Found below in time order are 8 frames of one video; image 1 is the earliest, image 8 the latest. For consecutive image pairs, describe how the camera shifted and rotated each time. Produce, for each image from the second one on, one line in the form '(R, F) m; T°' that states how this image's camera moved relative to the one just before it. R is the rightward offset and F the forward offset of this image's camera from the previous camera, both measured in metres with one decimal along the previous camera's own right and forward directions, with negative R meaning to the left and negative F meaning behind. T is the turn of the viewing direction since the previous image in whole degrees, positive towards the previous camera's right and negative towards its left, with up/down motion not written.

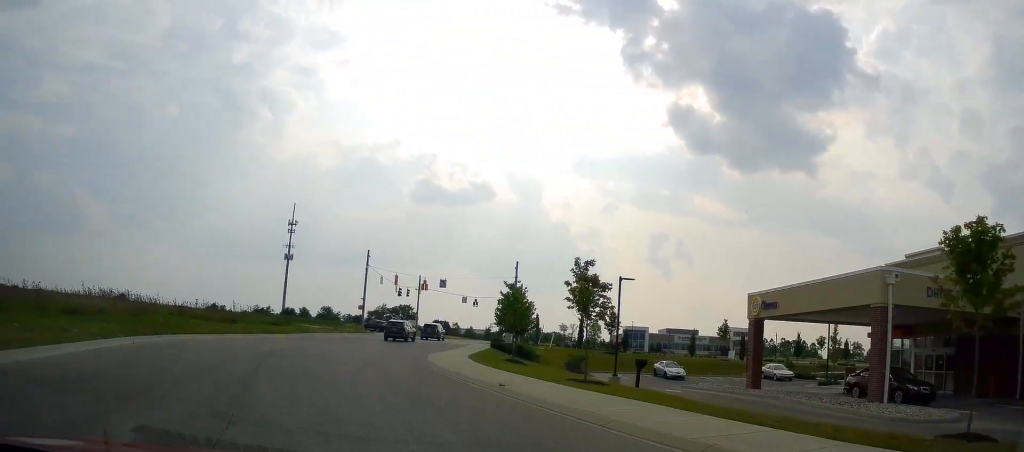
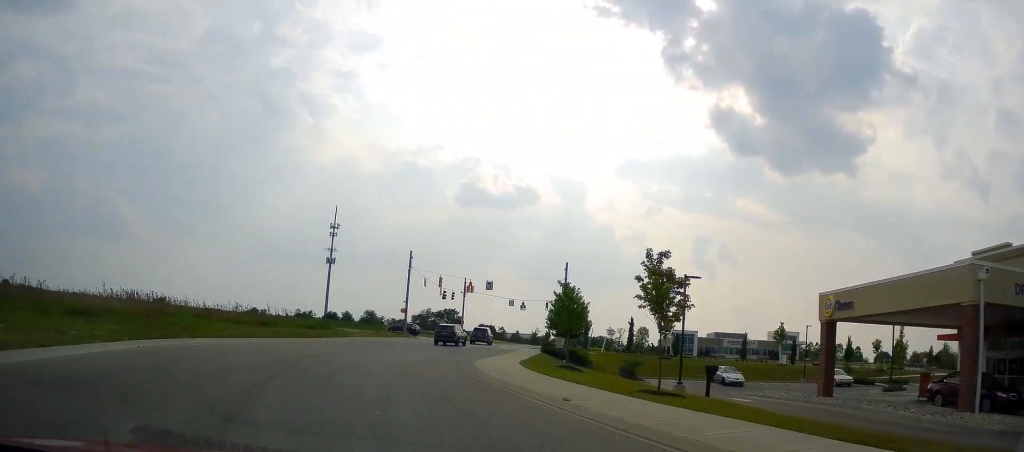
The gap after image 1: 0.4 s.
(+0.3, +2.0) m; -7°
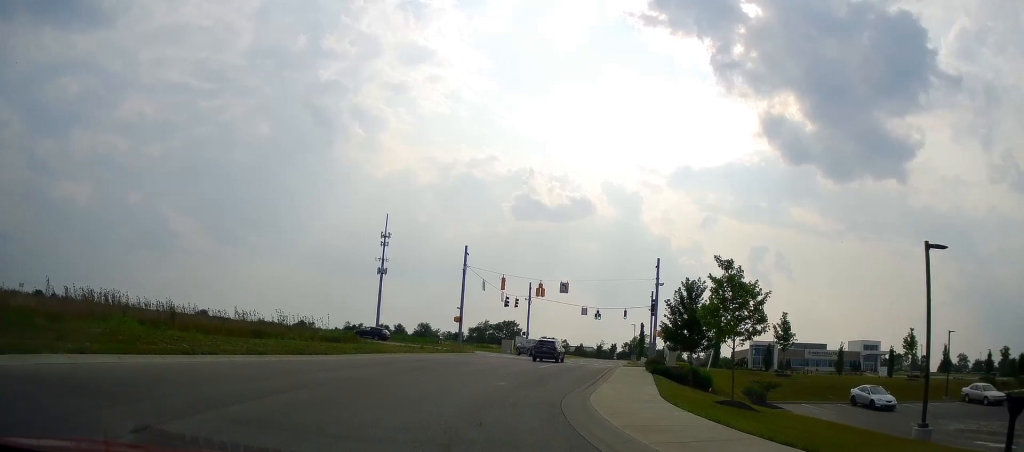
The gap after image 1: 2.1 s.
(-2.2, +11.4) m; -9°
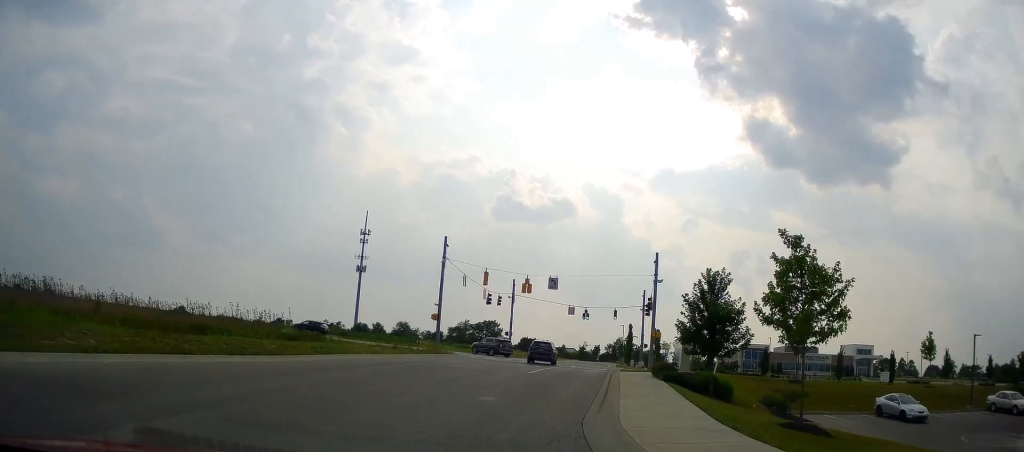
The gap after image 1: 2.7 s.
(+0.1, +4.7) m; +2°
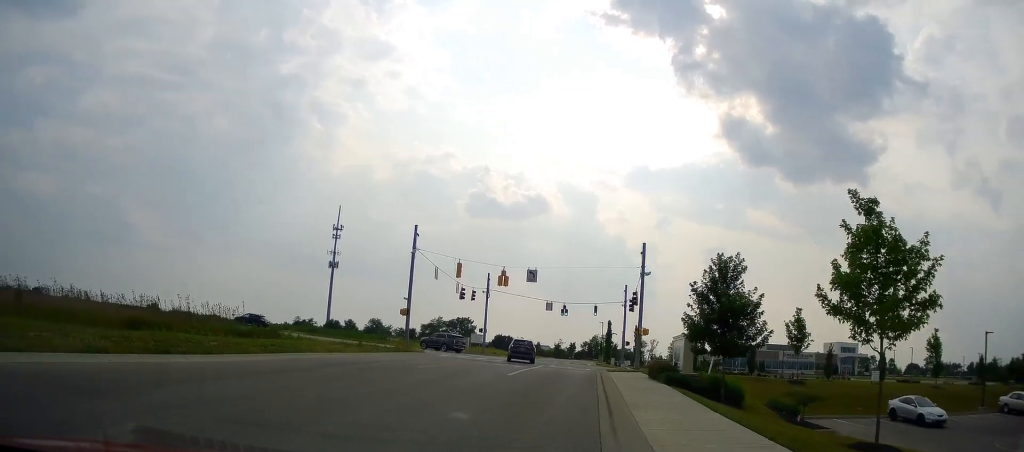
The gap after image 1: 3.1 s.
(+0.1, +3.6) m; +2°
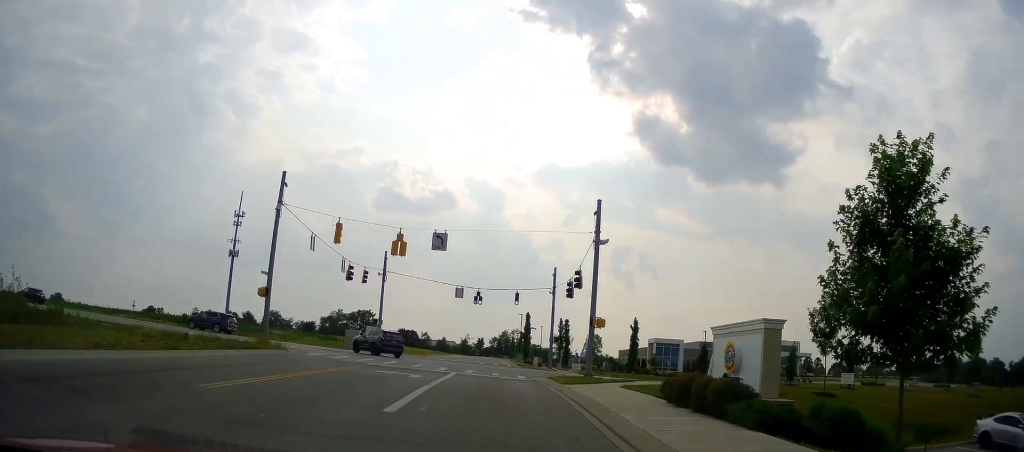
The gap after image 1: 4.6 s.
(+0.8, +12.7) m; +8°
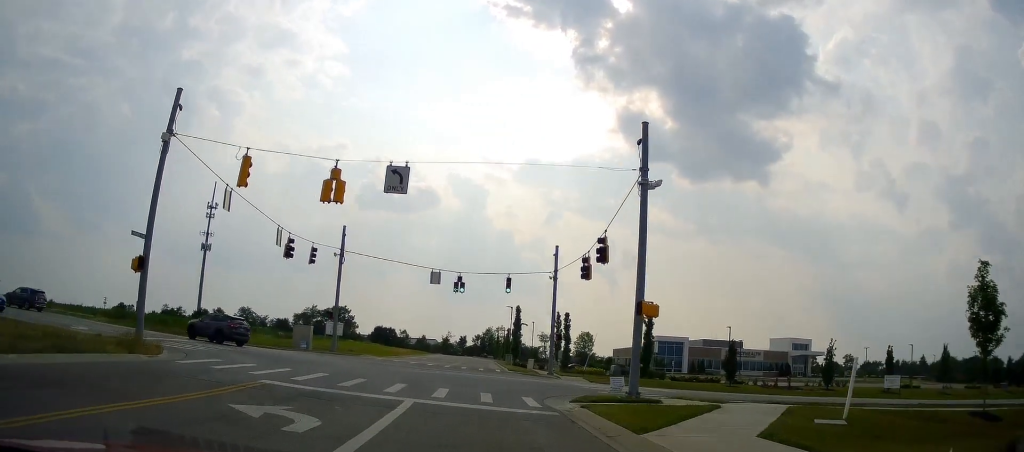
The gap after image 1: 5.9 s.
(+0.3, +11.1) m; 0°
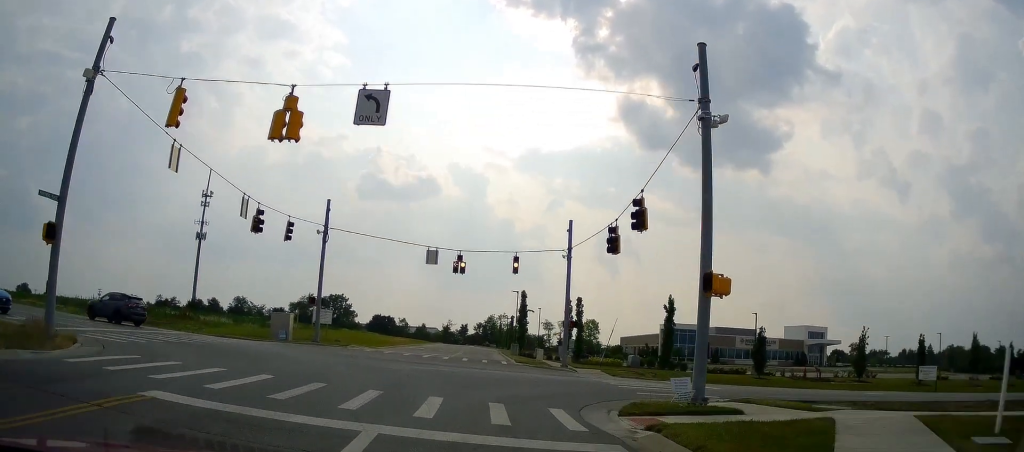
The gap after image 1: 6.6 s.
(-0.2, +5.6) m; +1°
